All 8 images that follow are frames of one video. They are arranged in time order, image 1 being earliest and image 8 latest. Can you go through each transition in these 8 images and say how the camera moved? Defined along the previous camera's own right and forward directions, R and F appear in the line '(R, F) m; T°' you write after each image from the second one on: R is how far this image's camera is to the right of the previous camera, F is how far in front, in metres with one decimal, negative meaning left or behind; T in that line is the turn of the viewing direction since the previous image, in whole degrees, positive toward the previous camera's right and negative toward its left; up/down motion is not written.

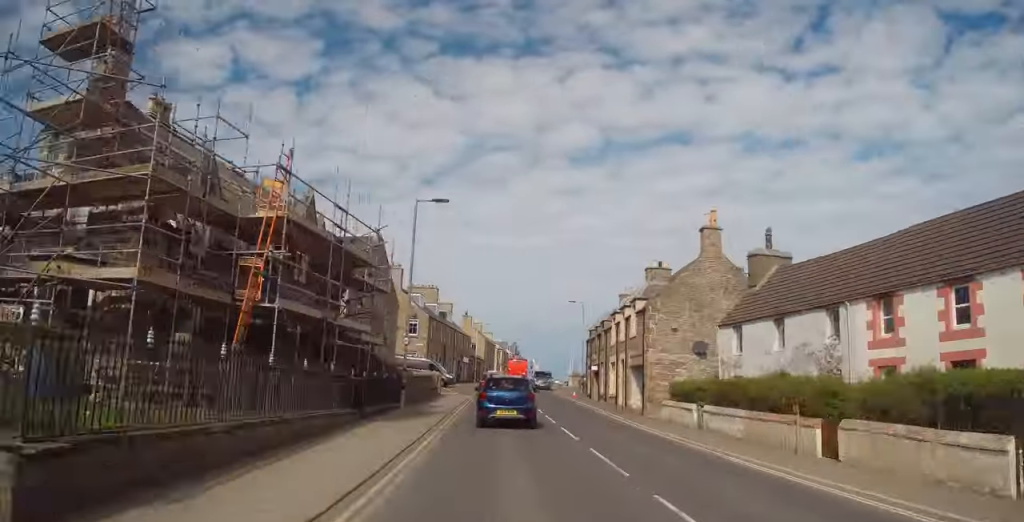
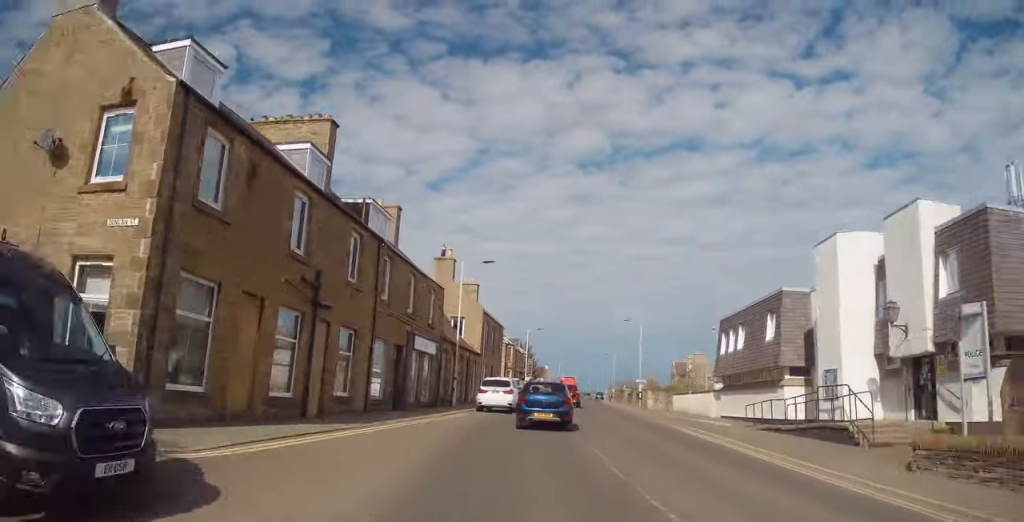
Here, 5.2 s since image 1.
(-2.2, +56.9) m; -4°
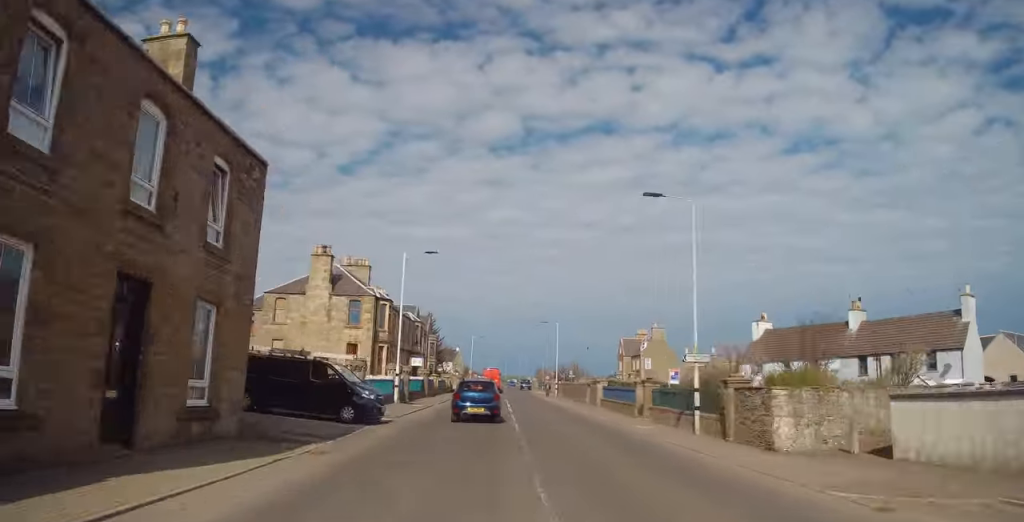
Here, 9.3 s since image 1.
(-1.0, +45.8) m; +5°
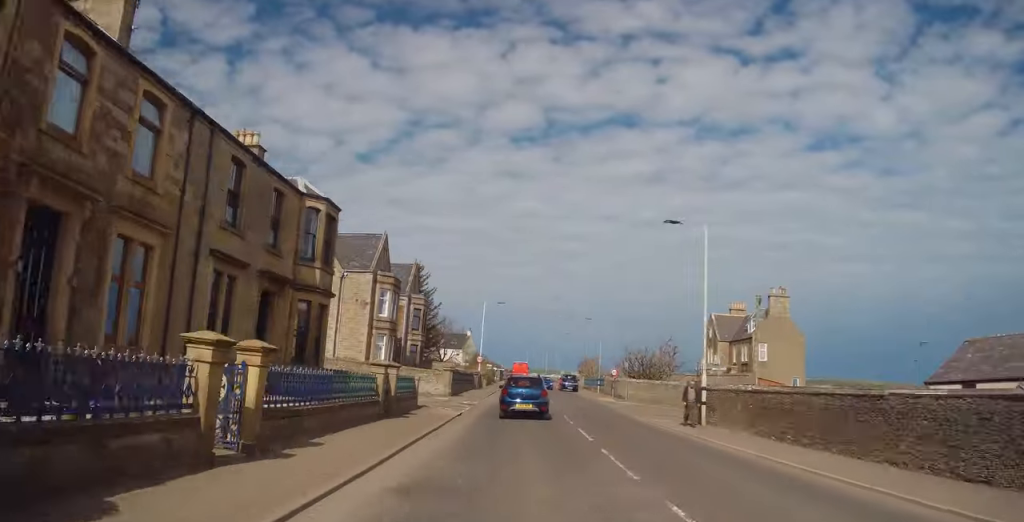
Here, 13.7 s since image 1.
(+5.6, +45.4) m; +10°
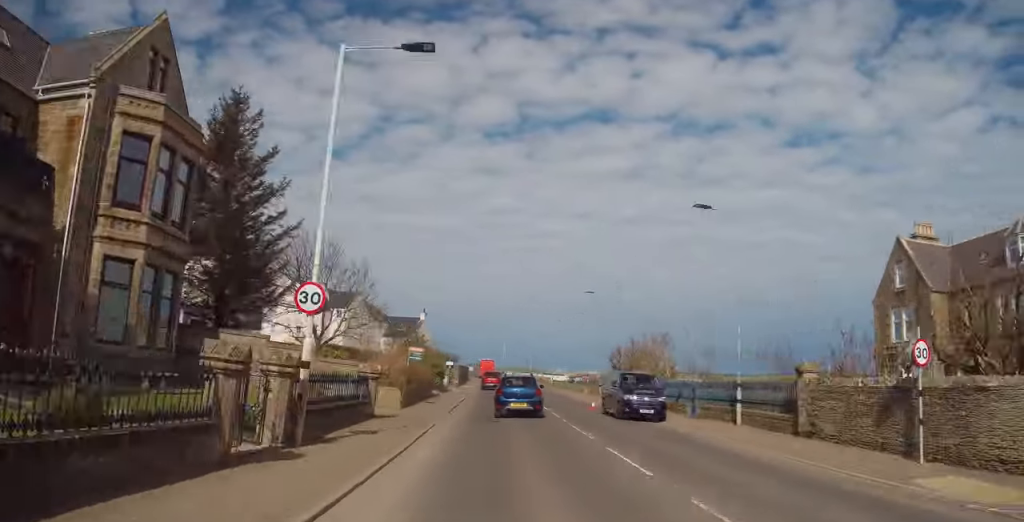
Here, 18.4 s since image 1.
(+1.5, +49.0) m; -2°
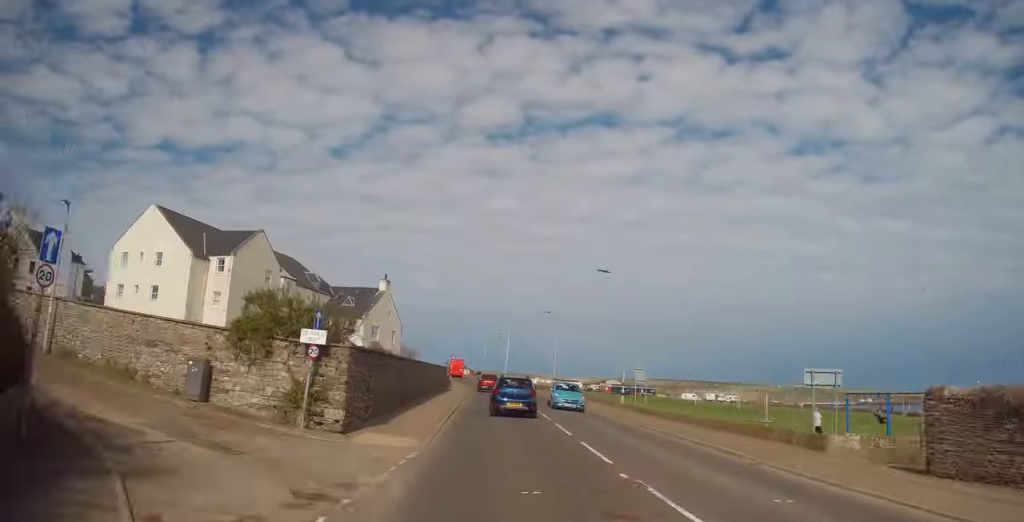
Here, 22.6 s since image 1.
(-2.5, +45.4) m; -3°
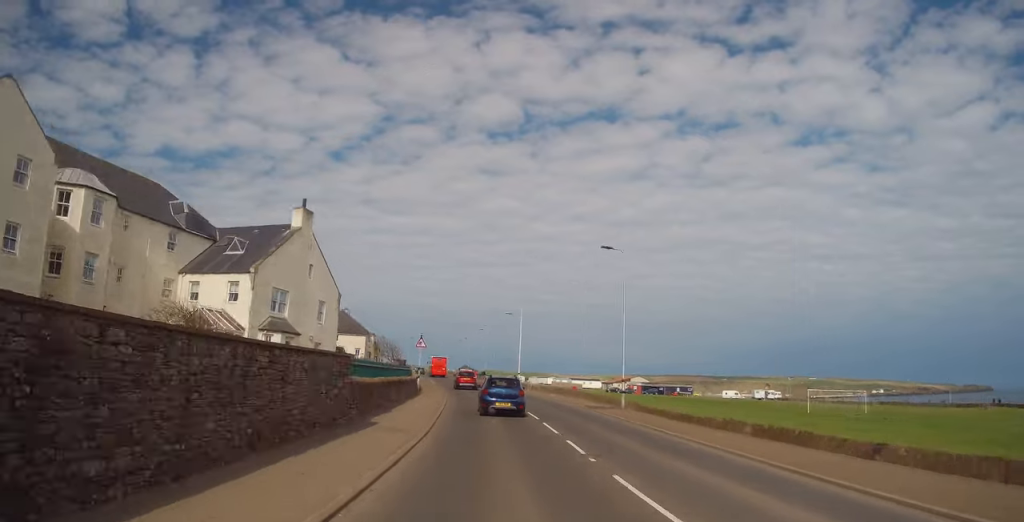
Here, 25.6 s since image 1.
(0.0, +33.3) m; -1°
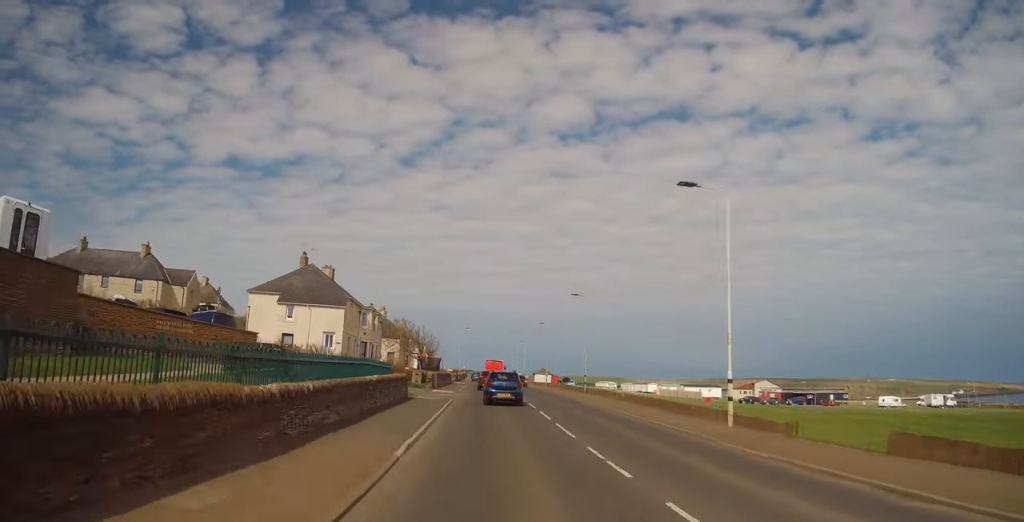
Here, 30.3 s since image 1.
(-0.7, +47.8) m; -3°
